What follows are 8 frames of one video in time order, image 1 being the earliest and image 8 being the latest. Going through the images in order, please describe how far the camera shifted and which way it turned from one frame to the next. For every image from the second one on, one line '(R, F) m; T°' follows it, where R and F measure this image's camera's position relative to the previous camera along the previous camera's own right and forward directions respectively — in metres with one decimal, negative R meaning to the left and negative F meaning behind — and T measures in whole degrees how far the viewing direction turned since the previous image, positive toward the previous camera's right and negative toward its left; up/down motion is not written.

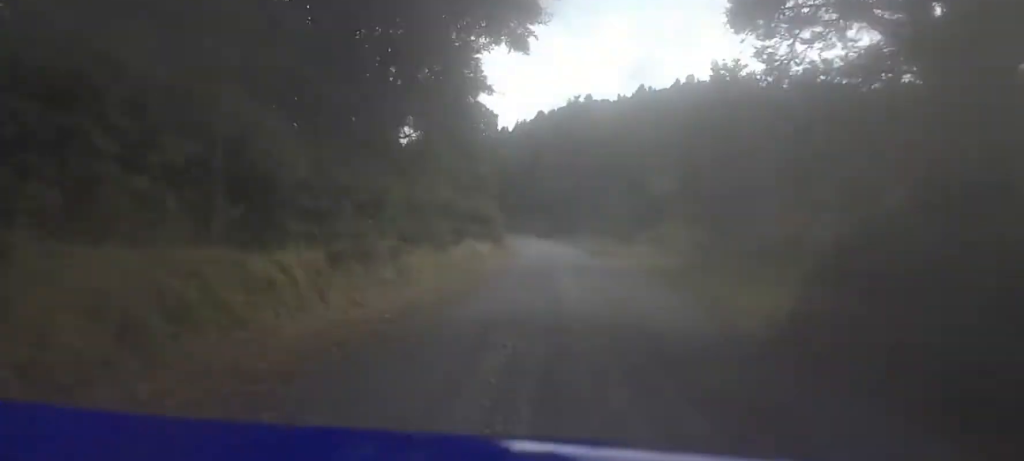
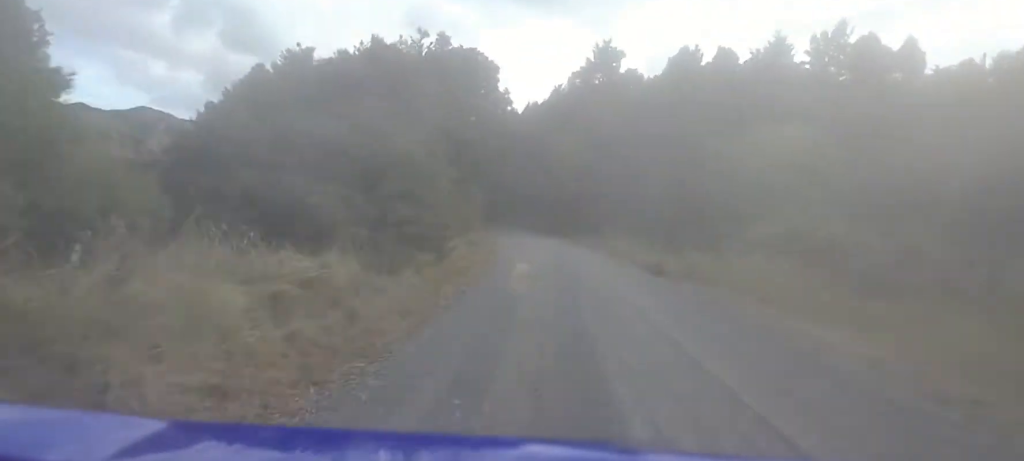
(+0.1, +18.1) m; -5°
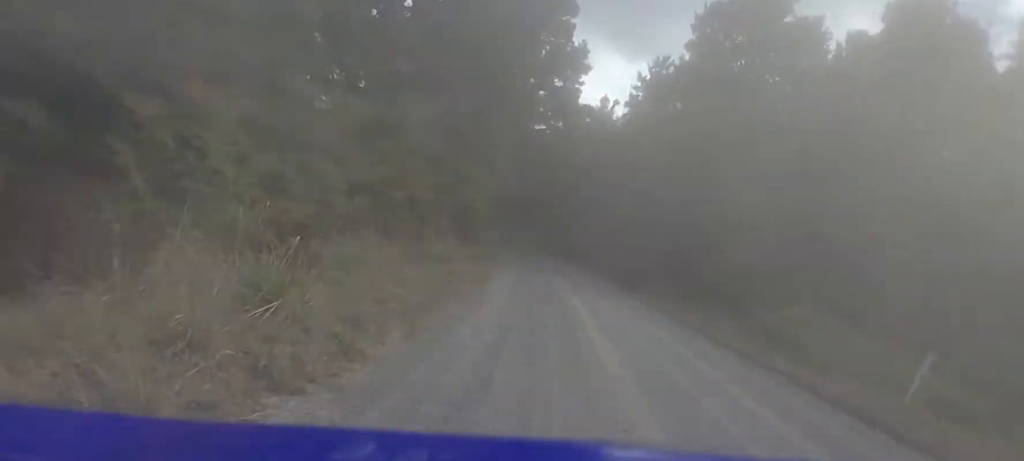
(-2.2, +22.7) m; -6°
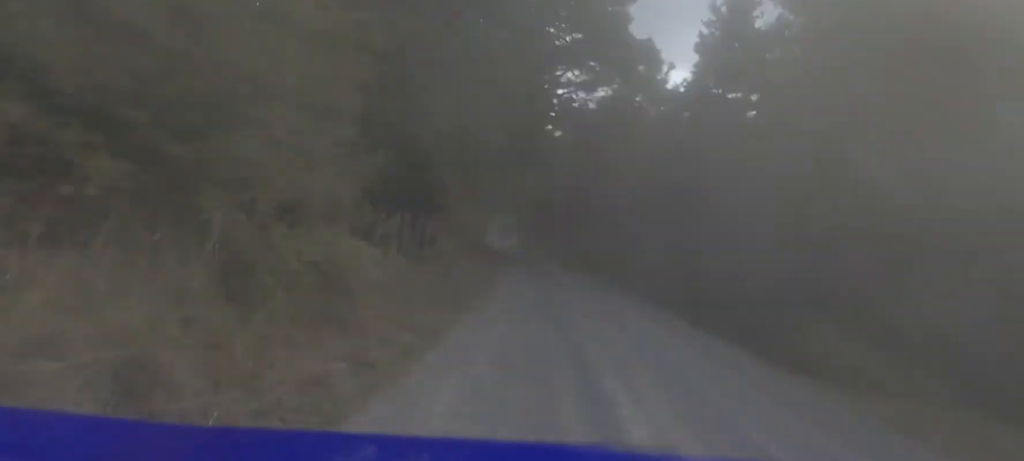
(+0.2, +12.7) m; -2°
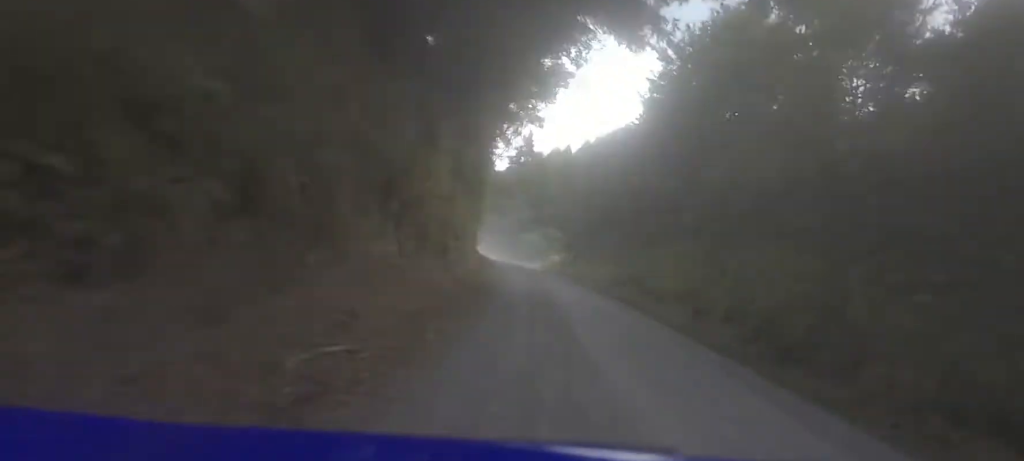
(-0.9, +20.2) m; -7°
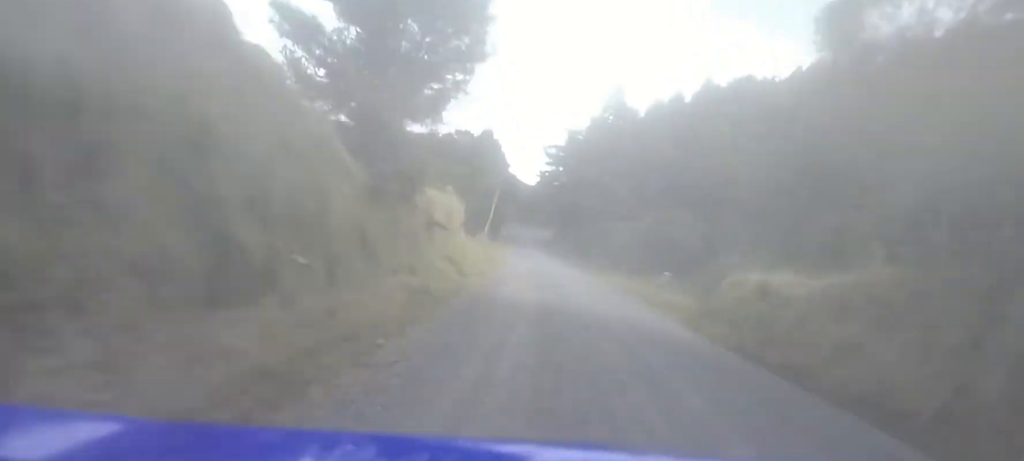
(-4.1, +35.1) m; -10°
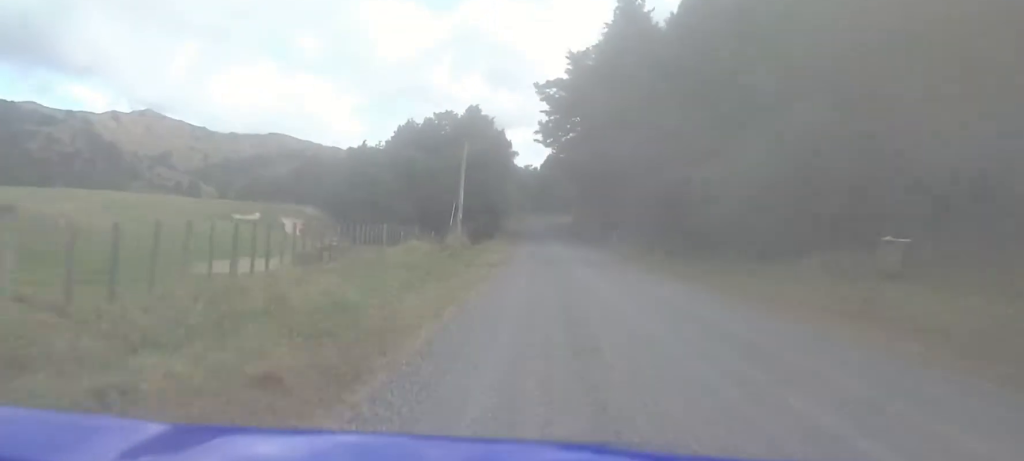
(-0.2, +18.4) m; 0°
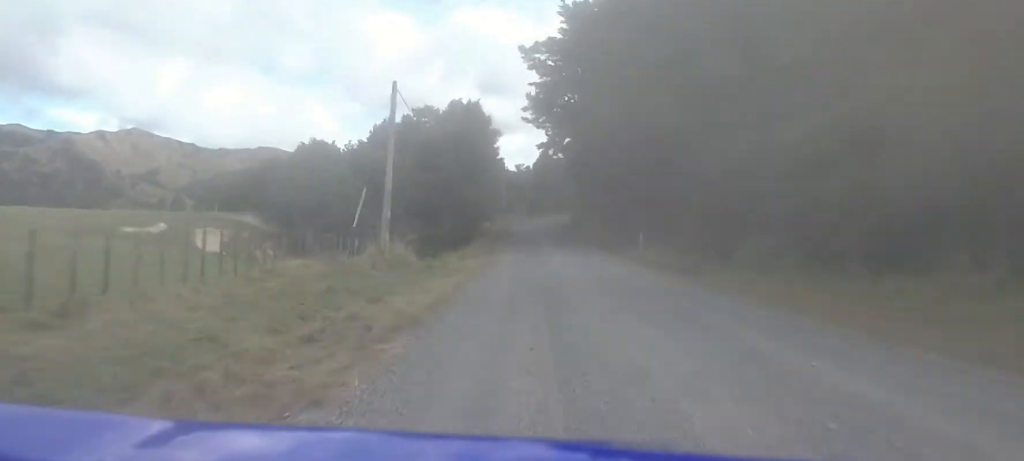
(+0.2, +9.6) m; +1°
